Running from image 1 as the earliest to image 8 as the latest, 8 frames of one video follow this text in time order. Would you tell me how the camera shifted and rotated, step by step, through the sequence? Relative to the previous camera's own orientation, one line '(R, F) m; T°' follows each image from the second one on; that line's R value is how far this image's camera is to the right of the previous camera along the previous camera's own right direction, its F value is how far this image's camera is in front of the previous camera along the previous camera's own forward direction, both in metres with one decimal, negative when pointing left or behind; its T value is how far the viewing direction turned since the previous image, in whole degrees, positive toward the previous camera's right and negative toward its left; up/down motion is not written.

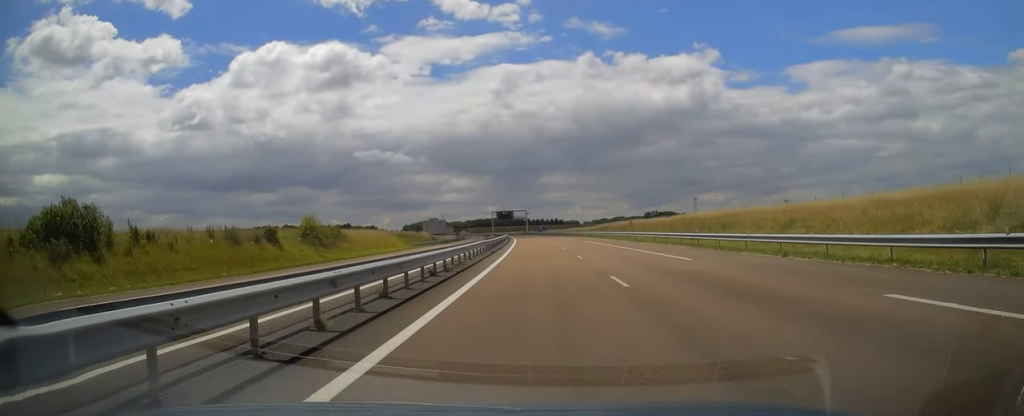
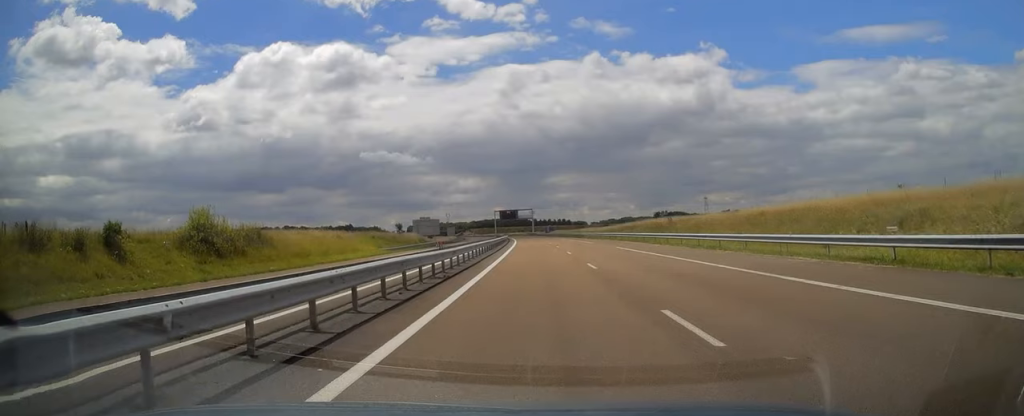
(-0.1, +21.1) m; -1°
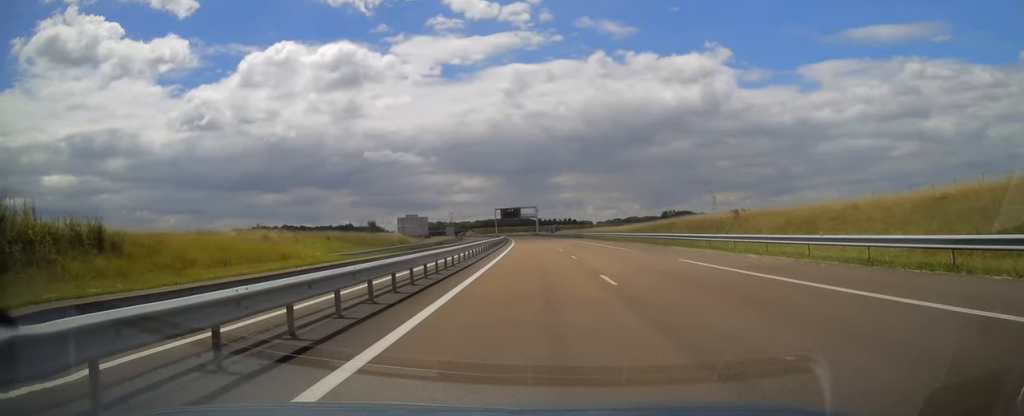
(0.0, +19.6) m; 0°
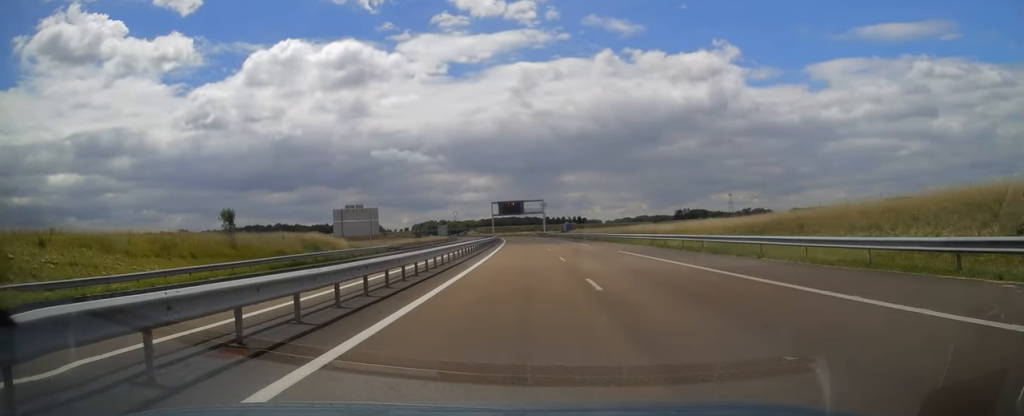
(-0.5, +42.0) m; -1°
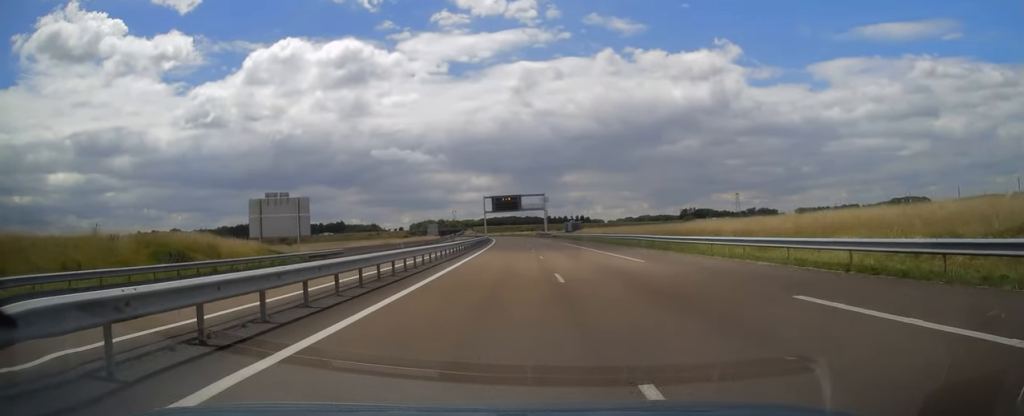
(-0.1, +24.6) m; 0°
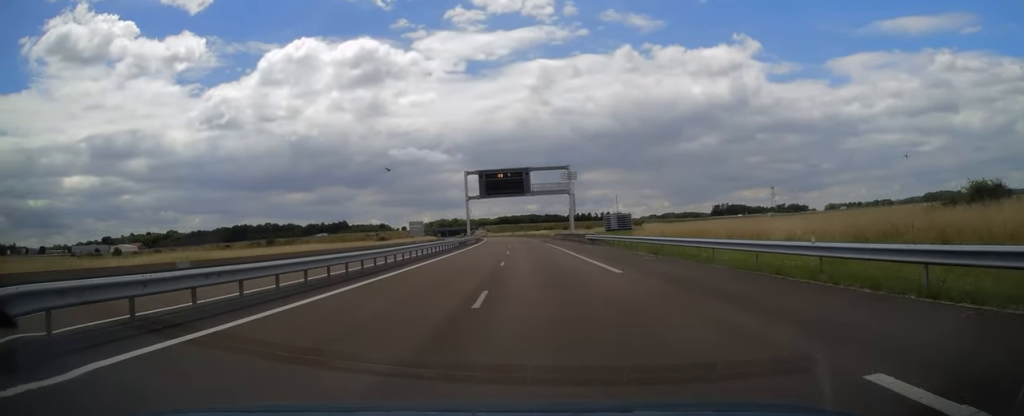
(-0.5, +58.0) m; -2°
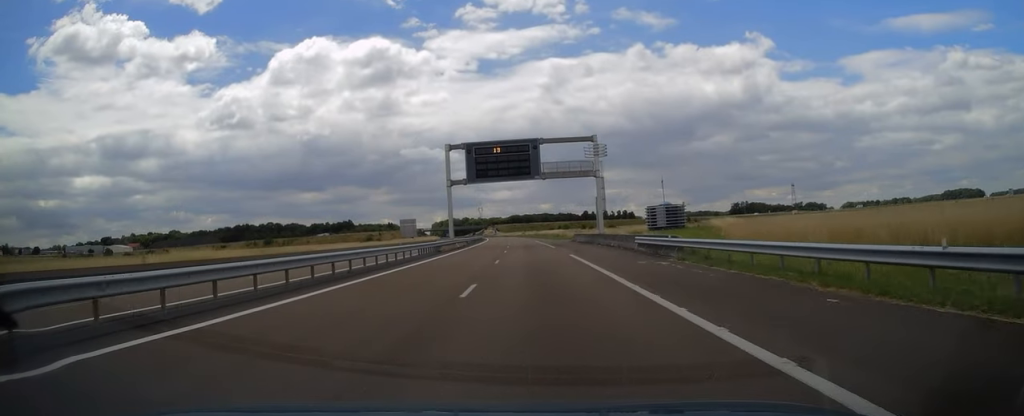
(-0.3, +24.7) m; -2°
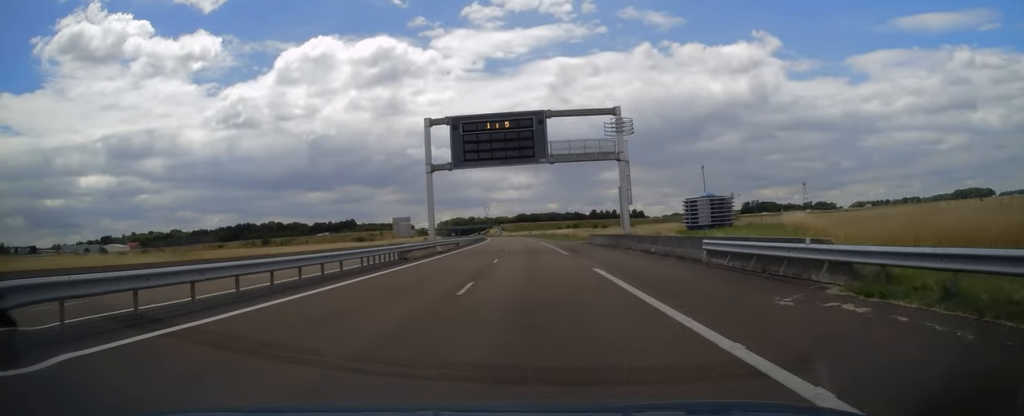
(-0.2, +12.8) m; -1°
